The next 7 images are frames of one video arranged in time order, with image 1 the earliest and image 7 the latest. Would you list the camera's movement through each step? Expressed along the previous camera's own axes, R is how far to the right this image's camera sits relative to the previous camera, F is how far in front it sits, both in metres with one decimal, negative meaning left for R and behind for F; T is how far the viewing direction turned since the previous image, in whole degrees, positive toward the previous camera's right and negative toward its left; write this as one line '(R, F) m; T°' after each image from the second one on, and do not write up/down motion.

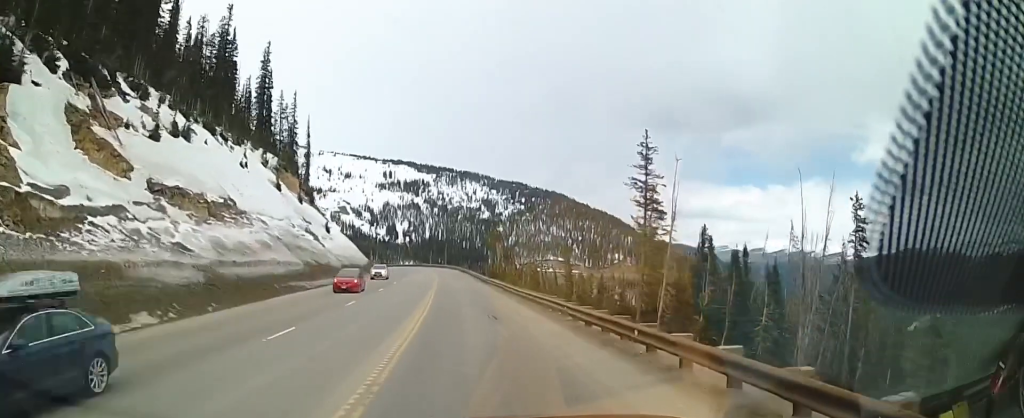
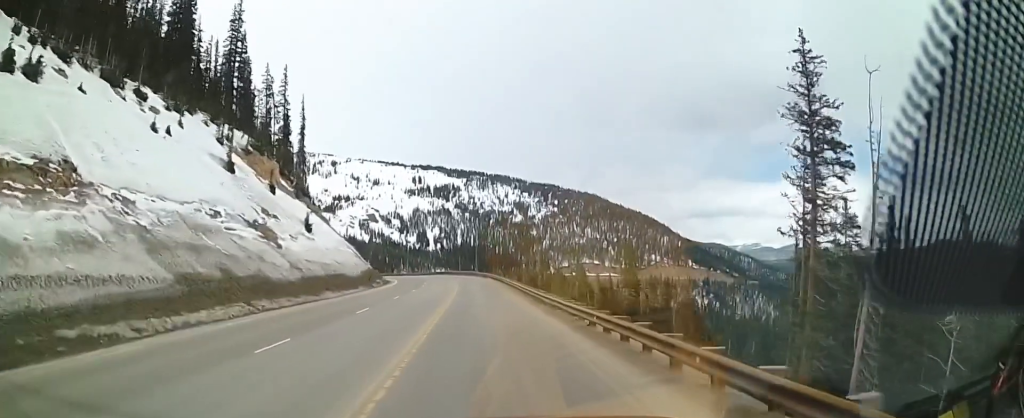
(-0.2, +24.6) m; 0°
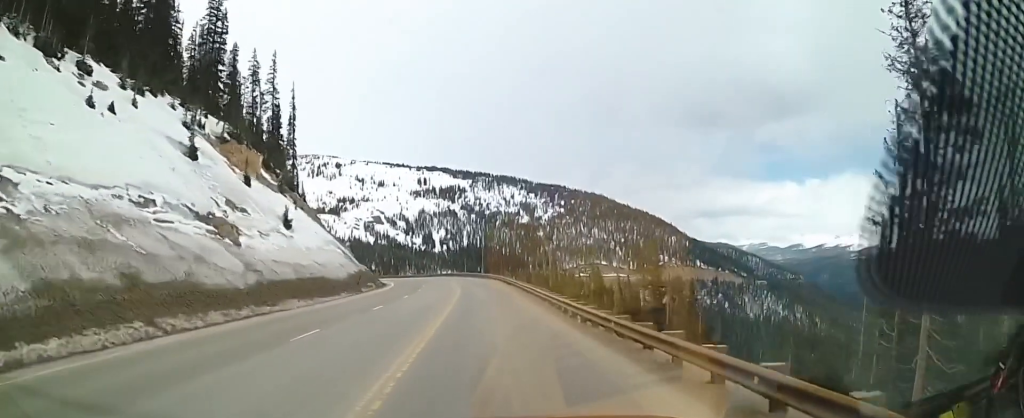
(-0.1, +9.0) m; -1°
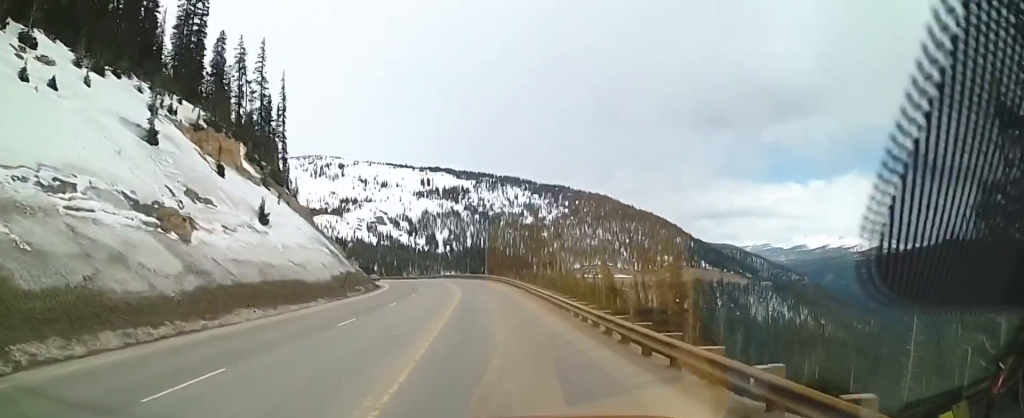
(-0.1, +7.2) m; -1°
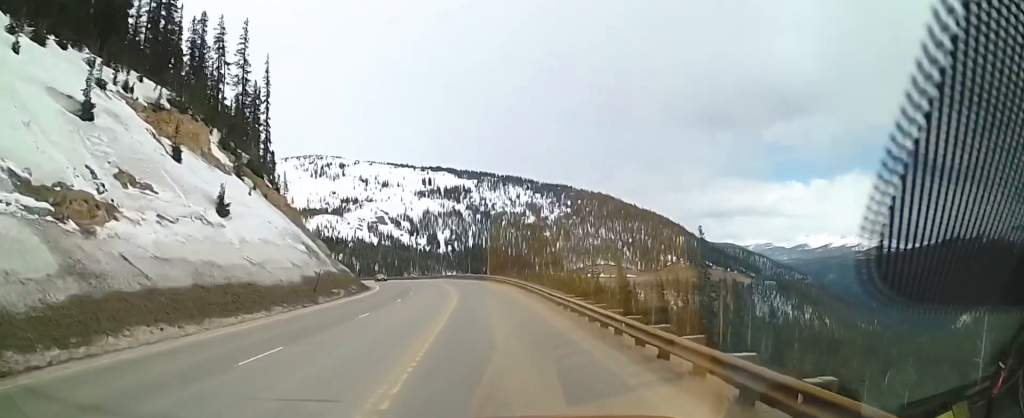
(-0.1, +8.6) m; -1°
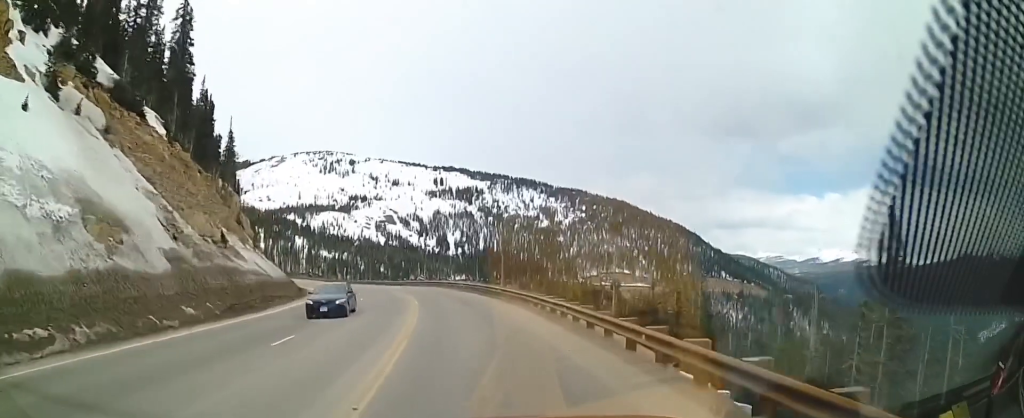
(0.0, +33.2) m; +1°
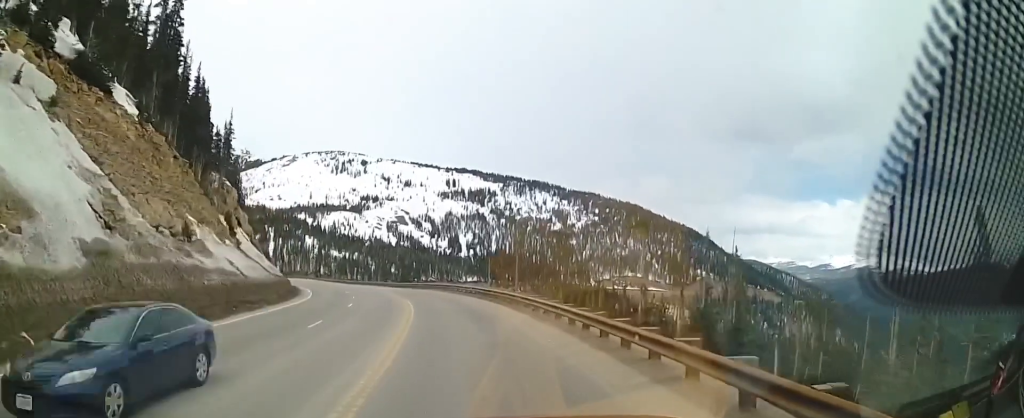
(-0.1, +7.2) m; -3°
